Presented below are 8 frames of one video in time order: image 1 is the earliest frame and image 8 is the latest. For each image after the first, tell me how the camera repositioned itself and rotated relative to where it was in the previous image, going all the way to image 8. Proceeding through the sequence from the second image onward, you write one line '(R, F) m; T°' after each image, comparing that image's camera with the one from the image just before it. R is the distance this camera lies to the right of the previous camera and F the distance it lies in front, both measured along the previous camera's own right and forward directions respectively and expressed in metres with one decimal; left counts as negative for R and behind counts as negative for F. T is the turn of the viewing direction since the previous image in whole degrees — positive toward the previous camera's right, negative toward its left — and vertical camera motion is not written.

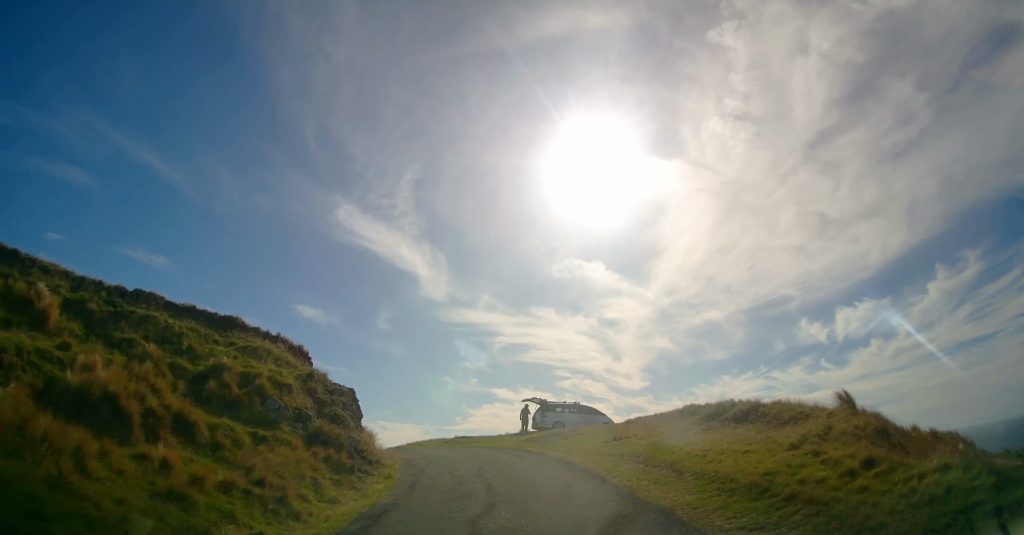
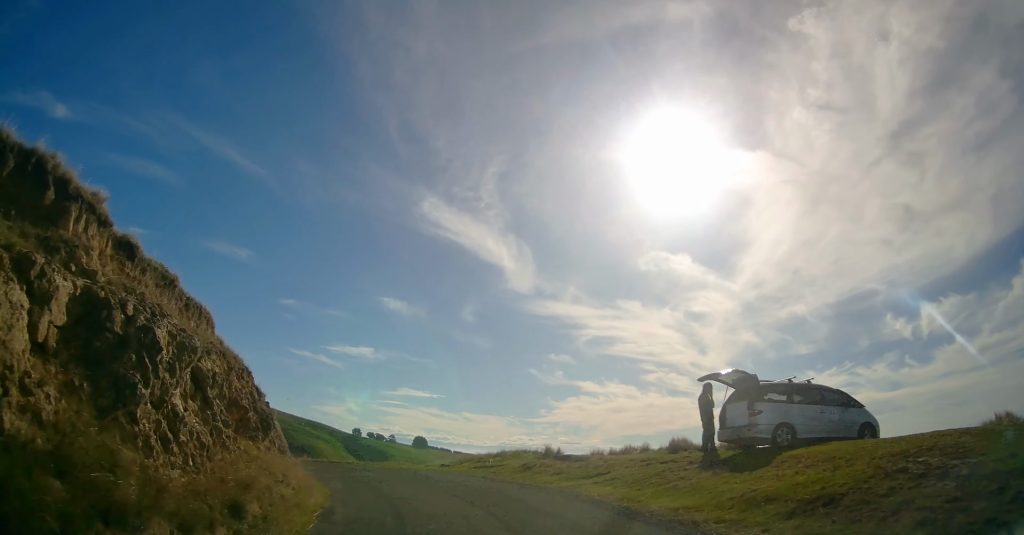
(-0.6, +17.2) m; -10°
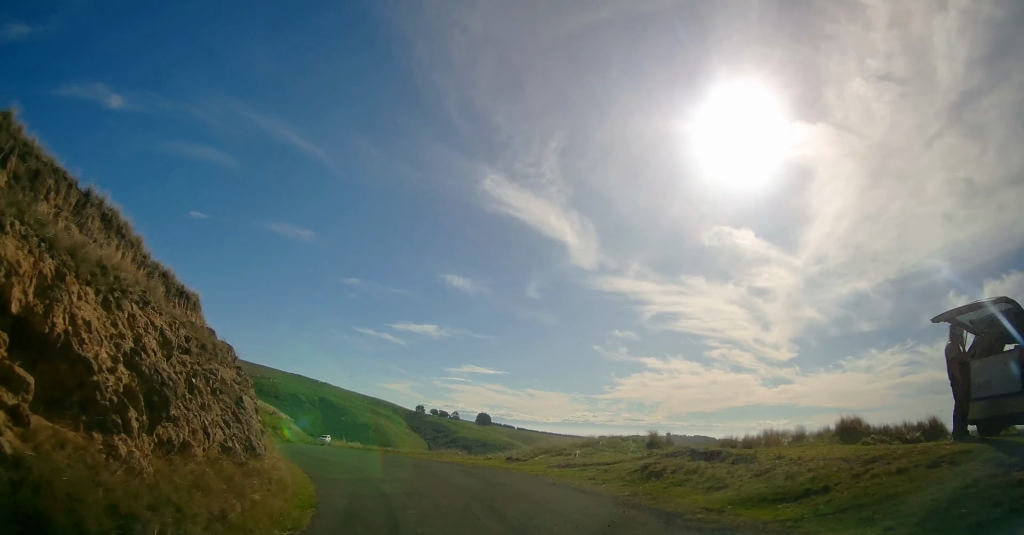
(-0.4, +6.2) m; -8°
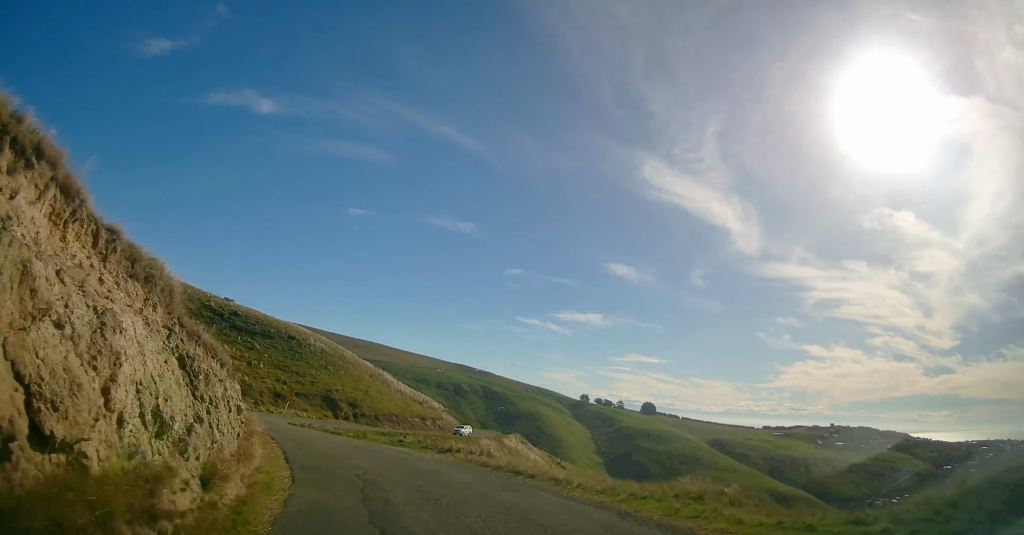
(-1.7, +12.0) m; -13°
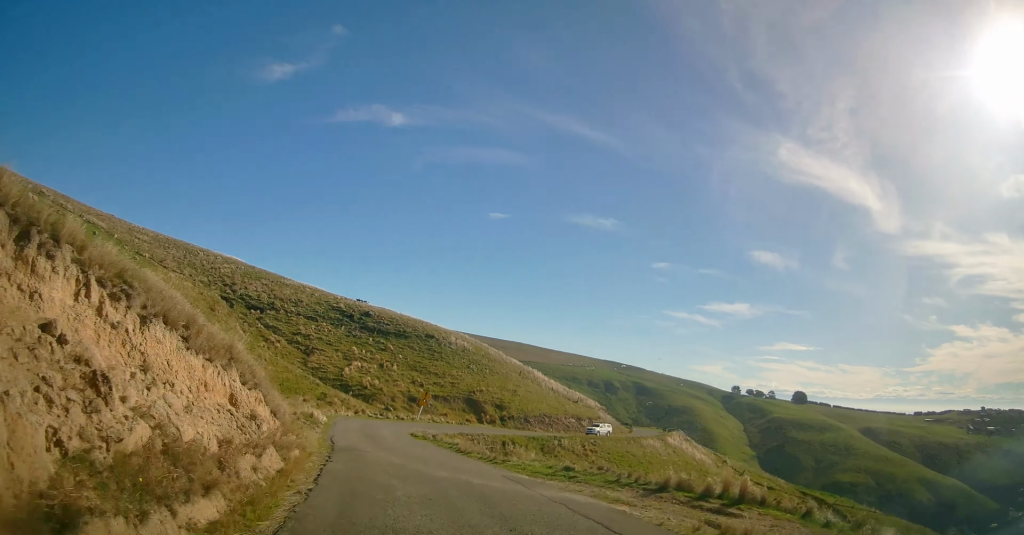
(-0.8, +9.5) m; -13°
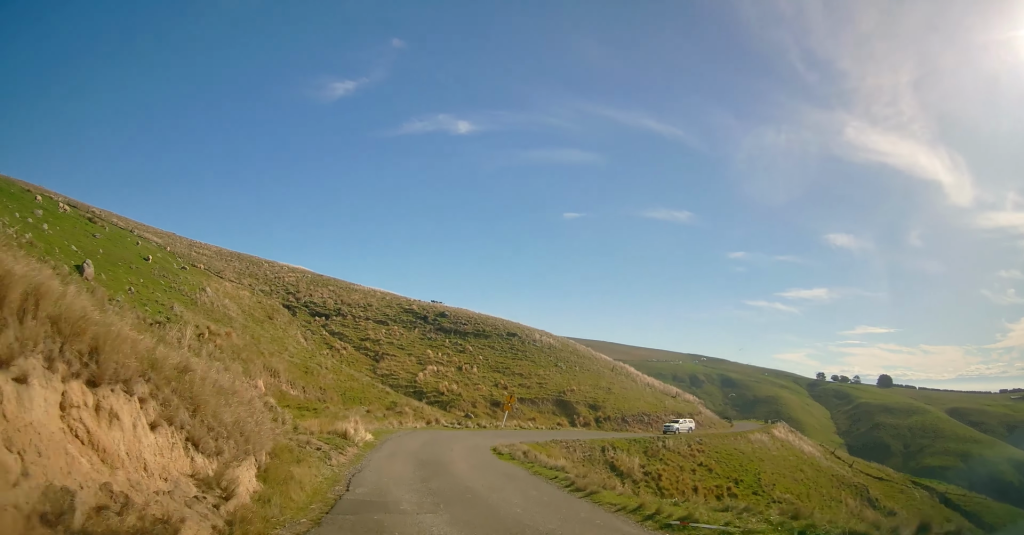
(-0.9, +7.5) m; -8°
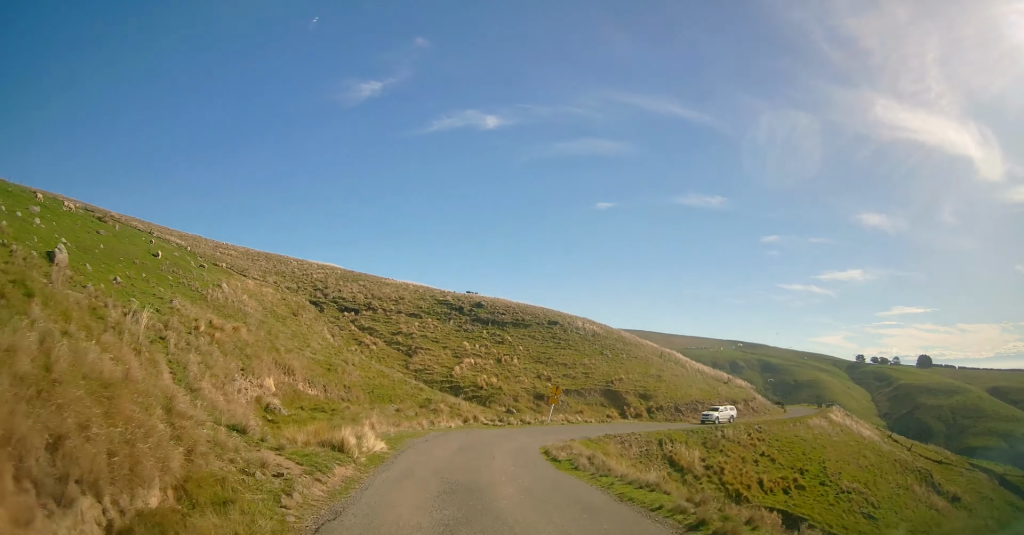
(-0.3, +4.8) m; -4°
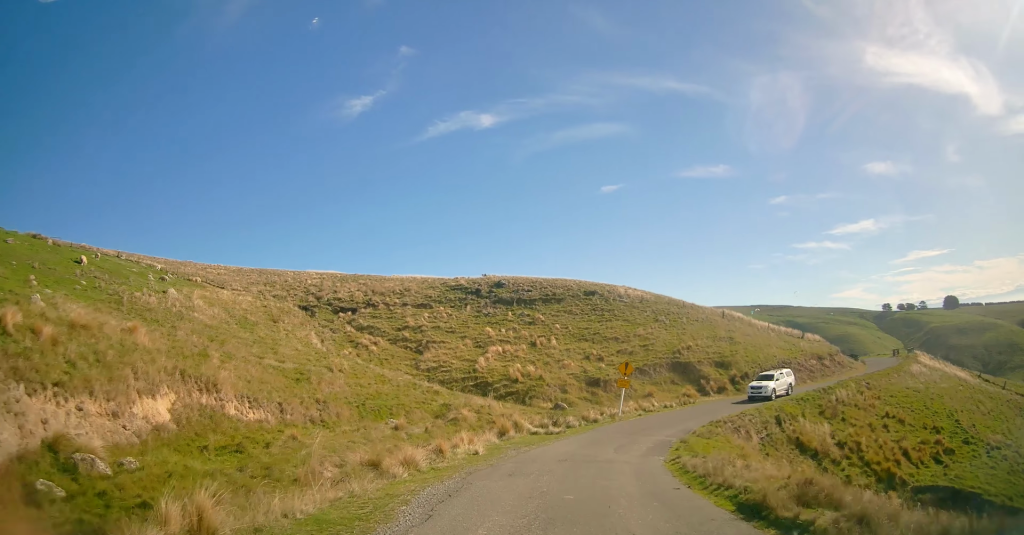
(-0.4, +12.7) m; -5°
